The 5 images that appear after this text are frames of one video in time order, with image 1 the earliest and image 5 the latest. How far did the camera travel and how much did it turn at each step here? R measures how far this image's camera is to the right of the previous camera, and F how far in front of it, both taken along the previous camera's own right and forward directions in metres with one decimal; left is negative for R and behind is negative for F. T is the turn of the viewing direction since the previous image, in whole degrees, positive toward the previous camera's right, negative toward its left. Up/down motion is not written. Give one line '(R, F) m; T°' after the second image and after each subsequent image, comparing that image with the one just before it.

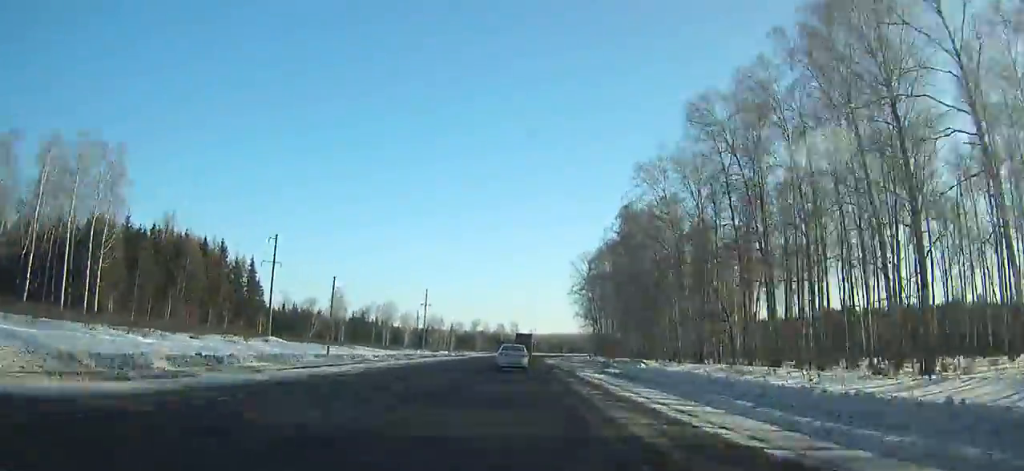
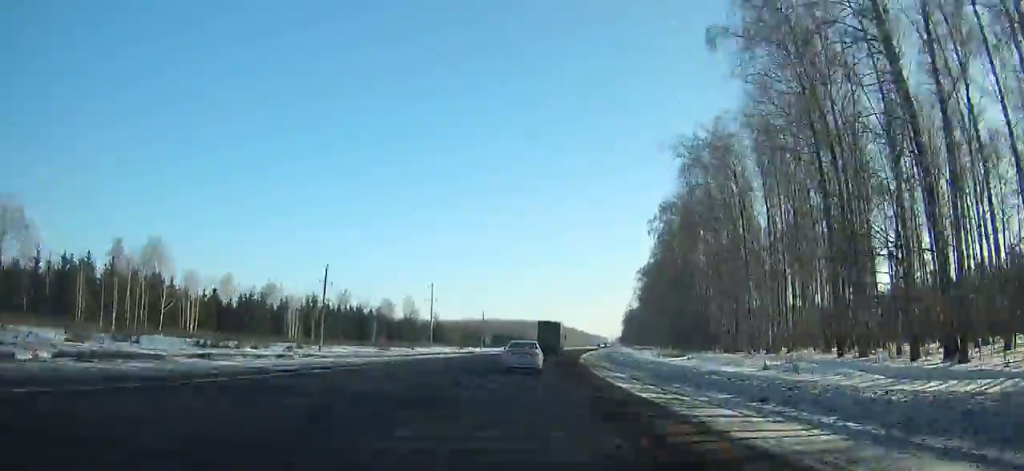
(+11.2, +174.7) m; +10°
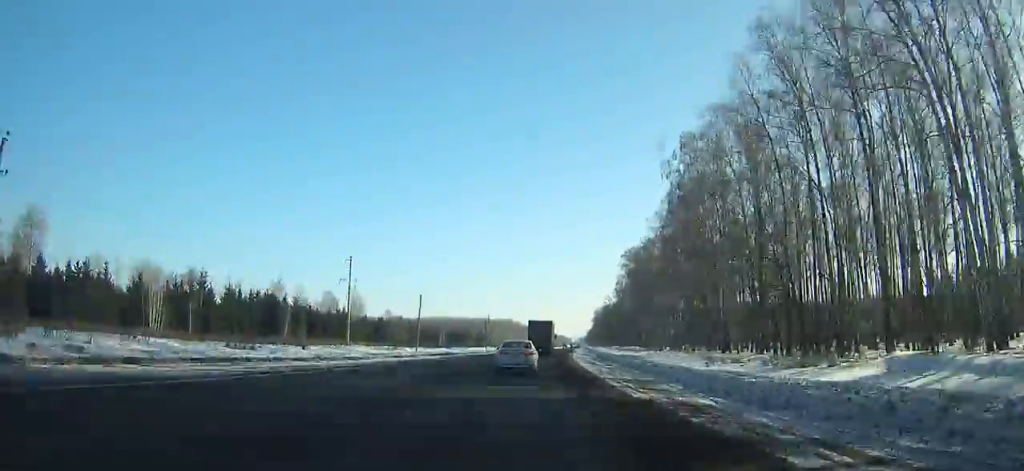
(+1.0, +37.4) m; +3°
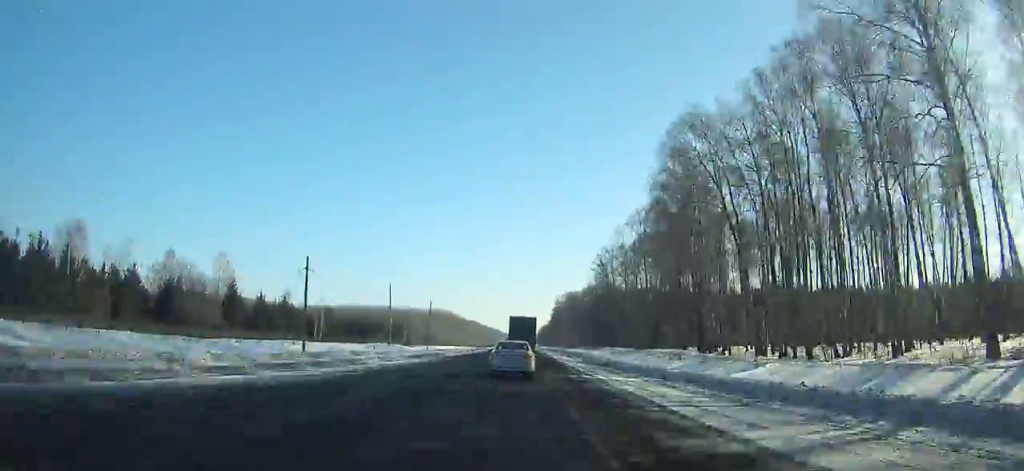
(+4.8, +95.1) m; +4°
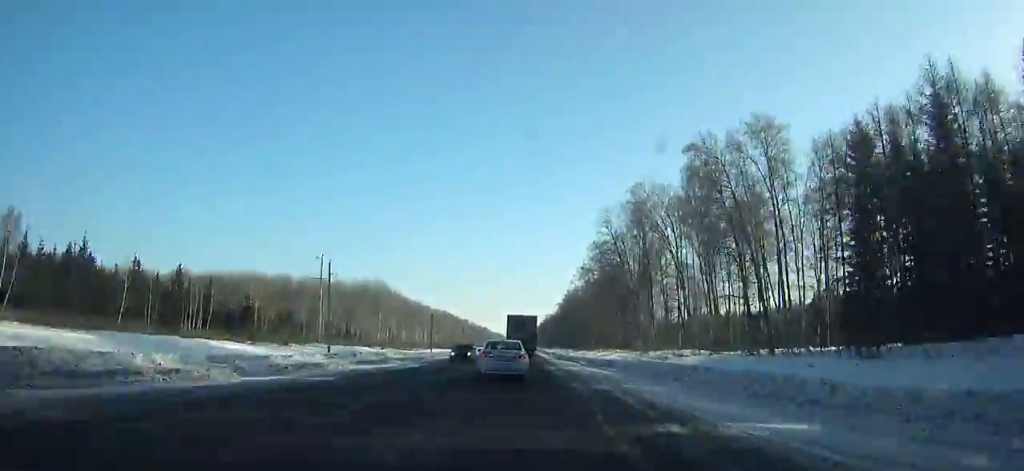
(+1.9, +182.8) m; +1°
